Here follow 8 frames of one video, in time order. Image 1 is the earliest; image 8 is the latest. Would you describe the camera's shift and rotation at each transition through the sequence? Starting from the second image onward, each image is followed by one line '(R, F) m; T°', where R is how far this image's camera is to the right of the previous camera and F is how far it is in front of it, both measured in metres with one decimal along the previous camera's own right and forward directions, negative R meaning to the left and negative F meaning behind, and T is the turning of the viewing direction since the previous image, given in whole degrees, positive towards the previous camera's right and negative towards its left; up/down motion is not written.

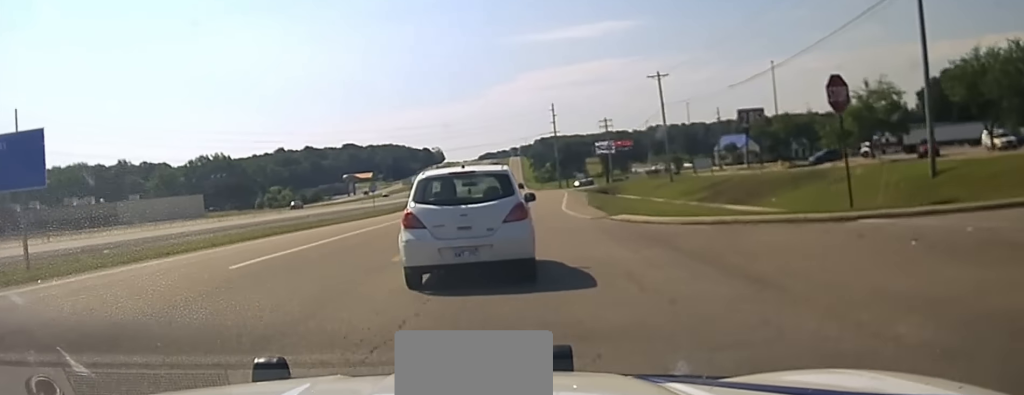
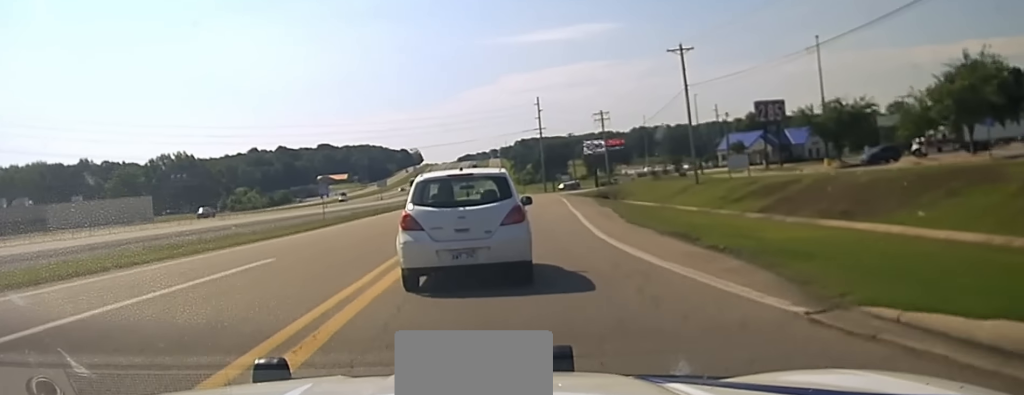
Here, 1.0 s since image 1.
(+0.1, +18.5) m; +1°
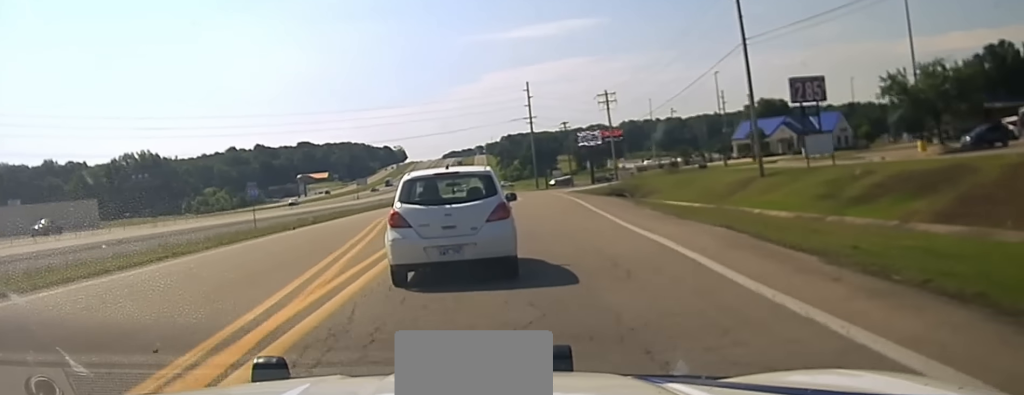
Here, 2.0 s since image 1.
(+0.3, +21.8) m; +1°
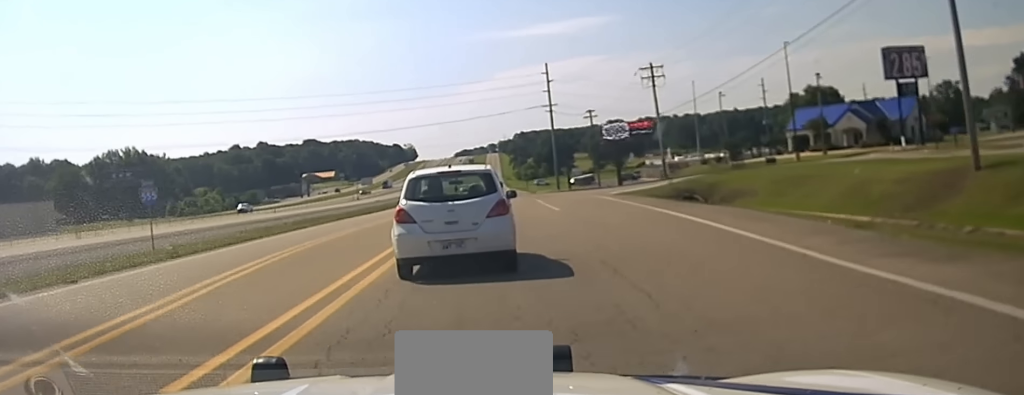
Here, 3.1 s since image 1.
(0.0, +24.6) m; -1°
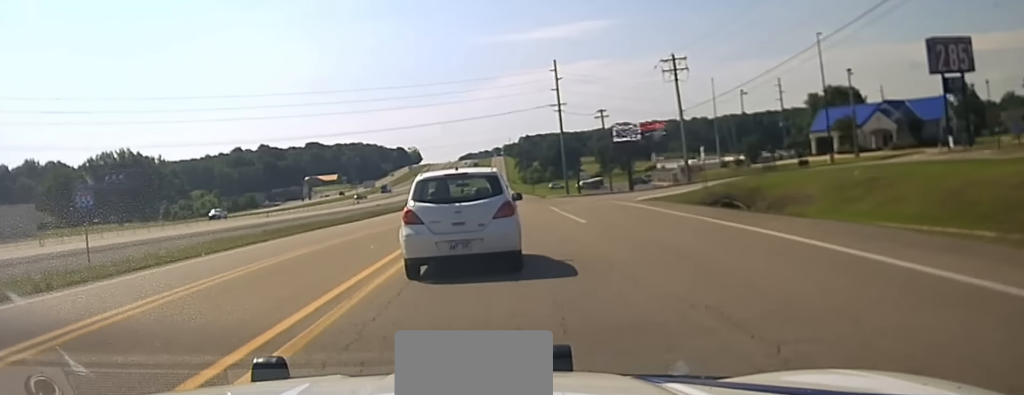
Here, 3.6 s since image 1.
(-0.3, +10.2) m; 0°
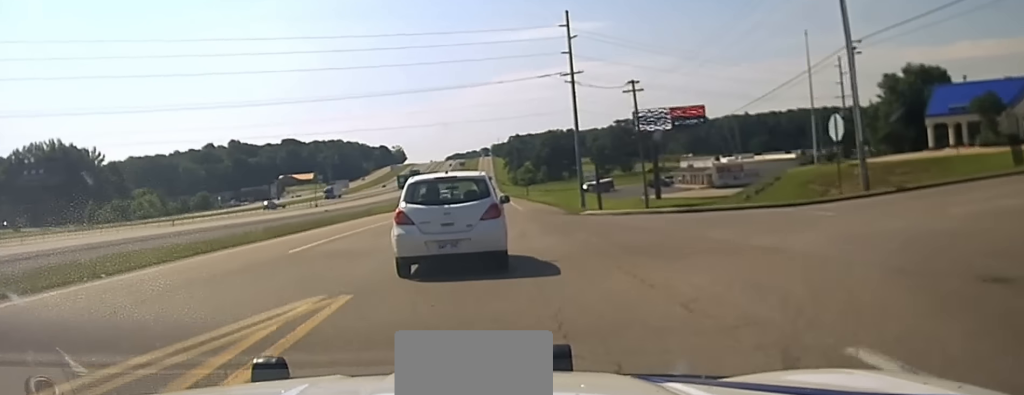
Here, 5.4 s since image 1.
(+0.6, +45.7) m; +1°
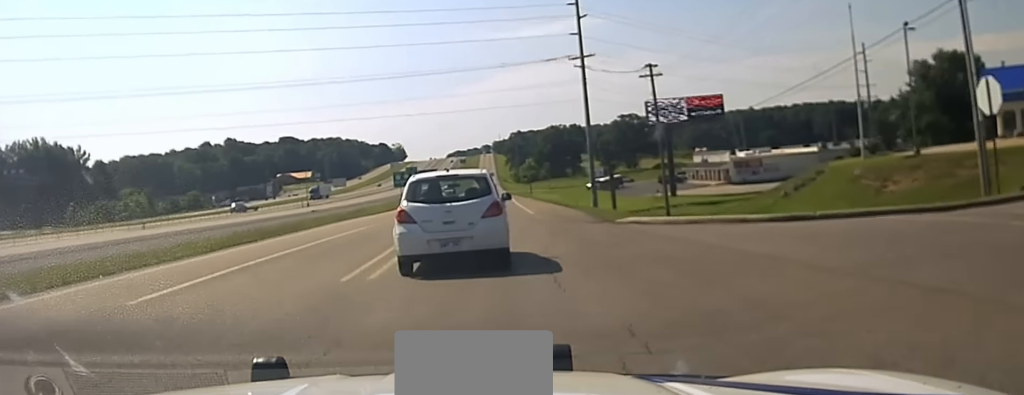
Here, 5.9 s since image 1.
(0.0, +11.4) m; 0°
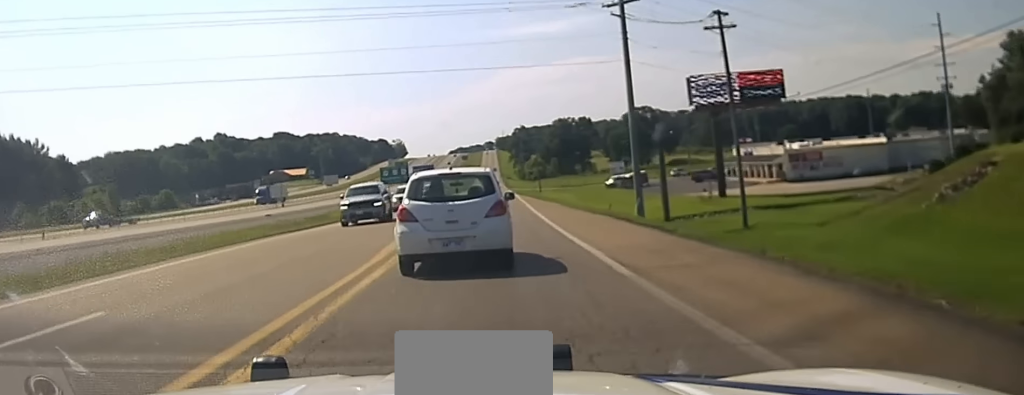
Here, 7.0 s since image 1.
(+0.1, +22.6) m; 0°
